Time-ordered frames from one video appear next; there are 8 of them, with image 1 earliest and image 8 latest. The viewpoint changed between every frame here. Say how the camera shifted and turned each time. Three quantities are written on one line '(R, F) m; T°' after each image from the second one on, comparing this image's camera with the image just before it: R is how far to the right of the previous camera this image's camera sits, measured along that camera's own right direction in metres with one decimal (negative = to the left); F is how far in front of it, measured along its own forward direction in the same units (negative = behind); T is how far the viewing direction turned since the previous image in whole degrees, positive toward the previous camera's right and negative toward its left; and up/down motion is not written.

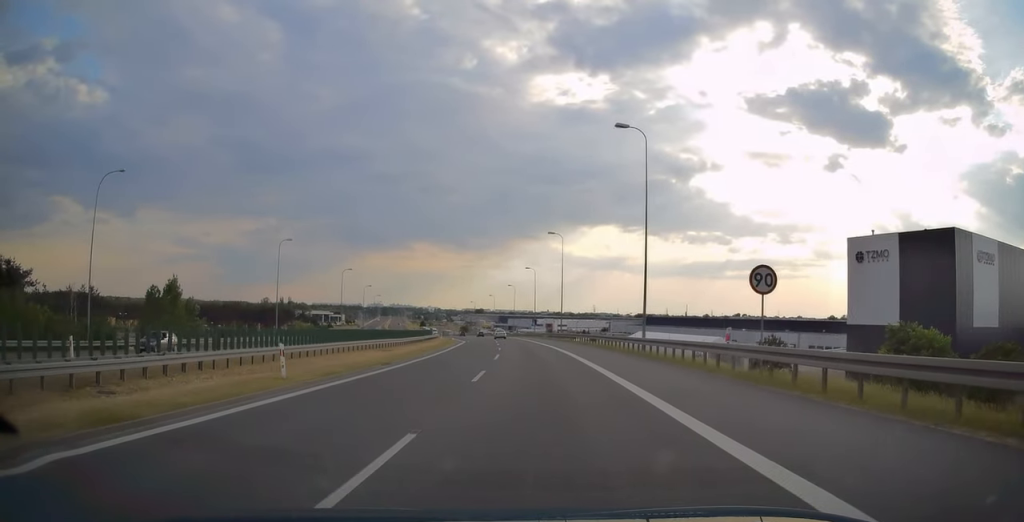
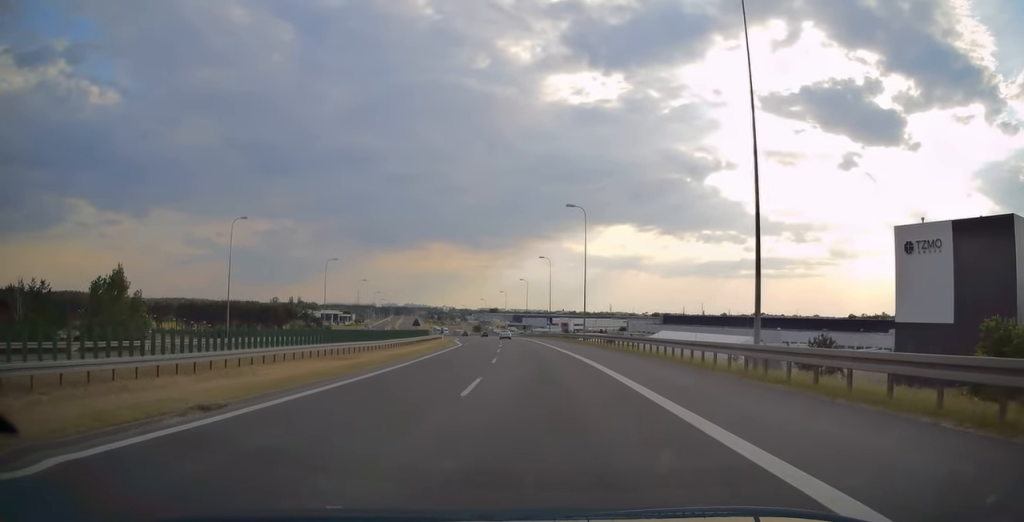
(-0.3, +15.0) m; -1°
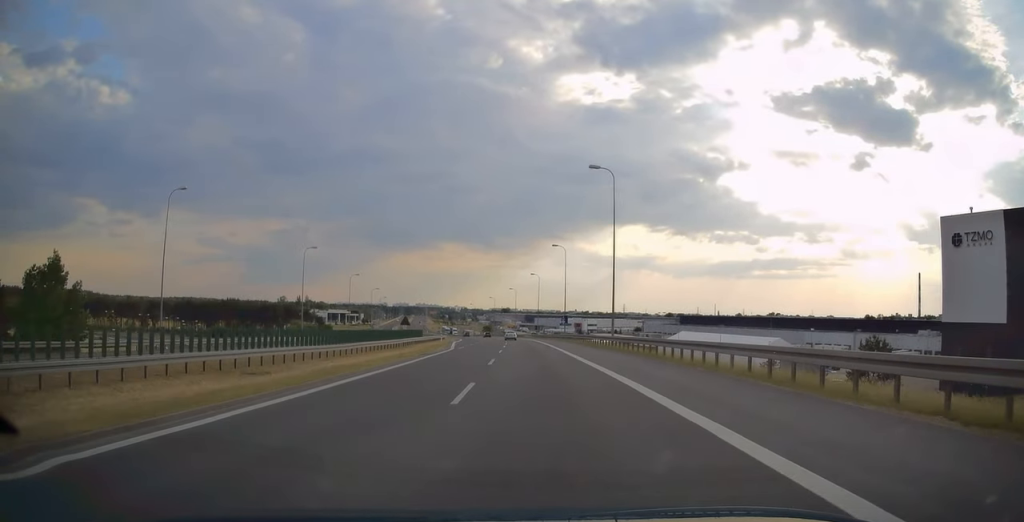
(-0.1, +12.9) m; -1°
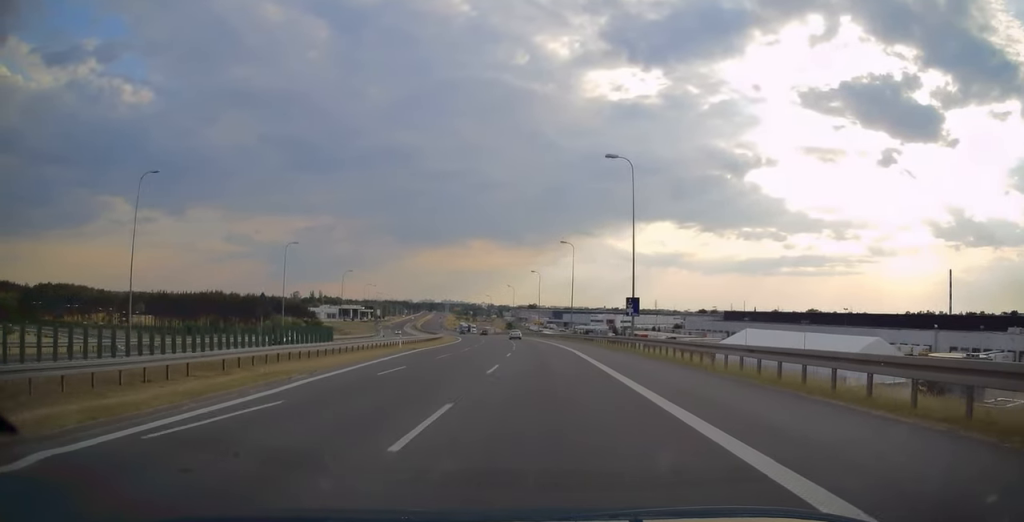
(-1.3, +38.6) m; -4°
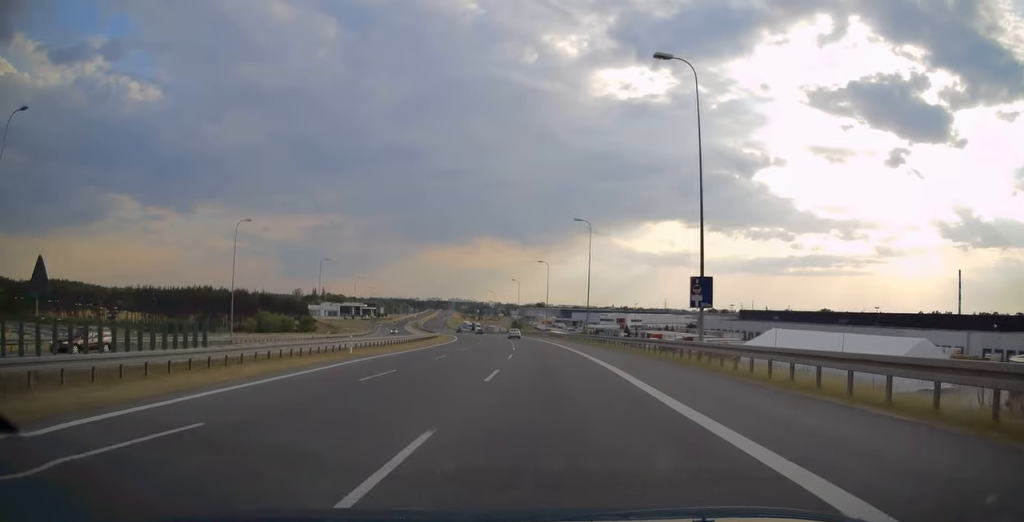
(-0.1, +14.6) m; -1°
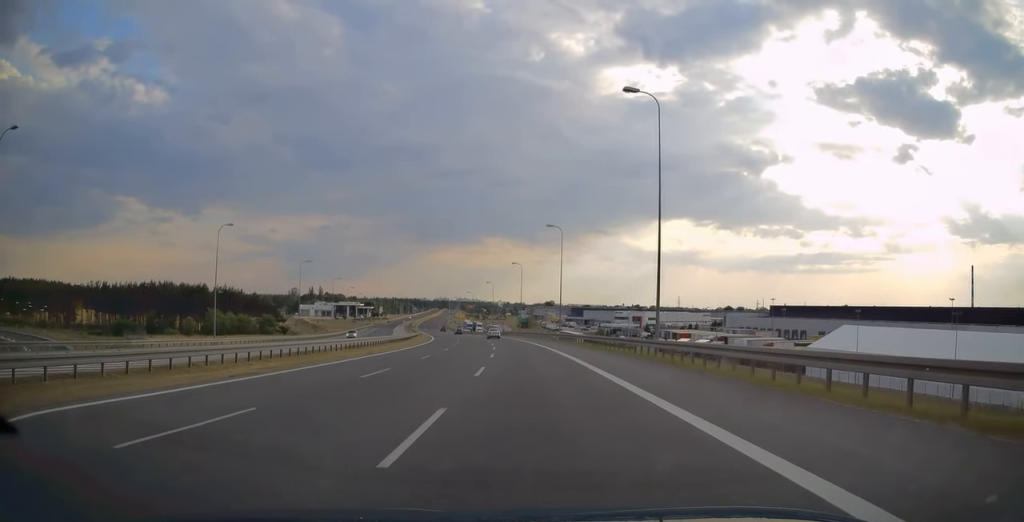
(-0.4, +33.1) m; -1°
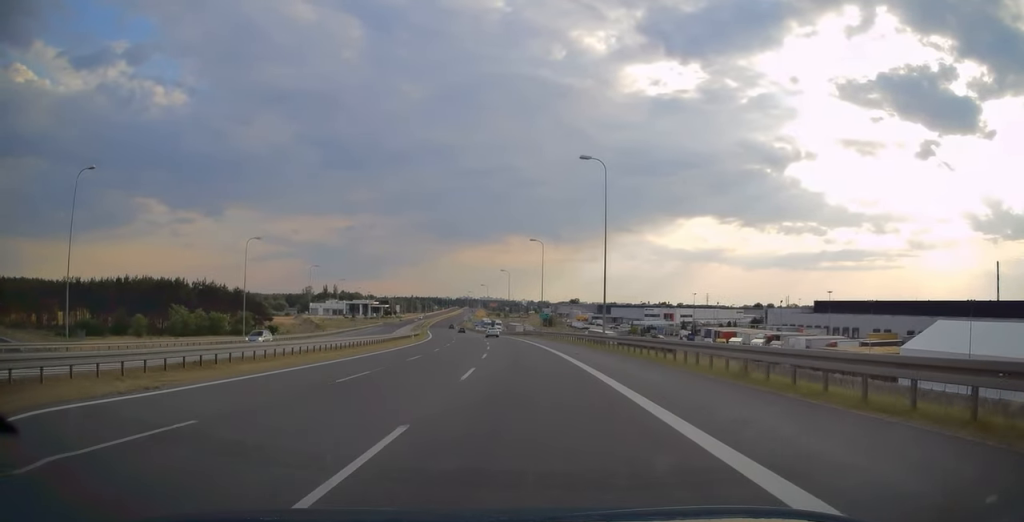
(-0.1, +25.2) m; -1°
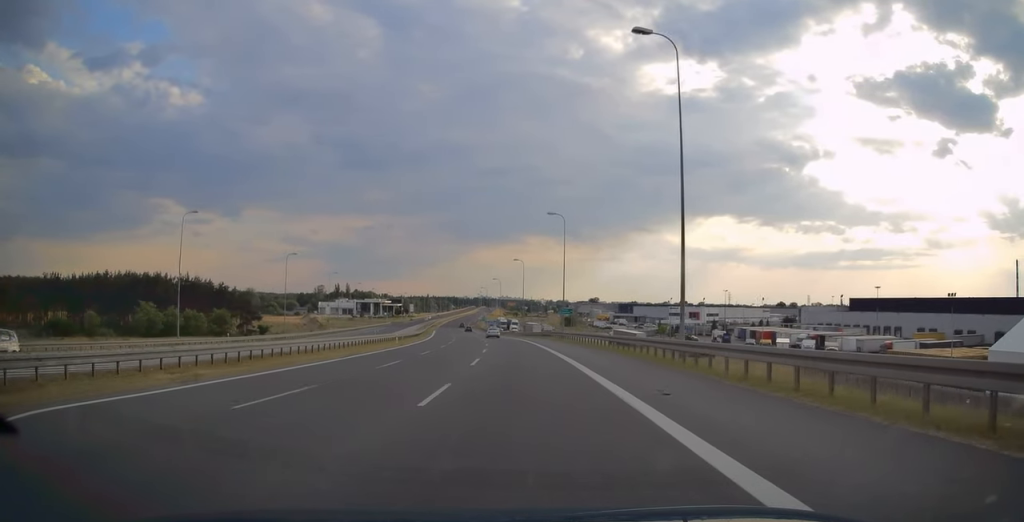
(-0.3, +17.4) m; -2°
